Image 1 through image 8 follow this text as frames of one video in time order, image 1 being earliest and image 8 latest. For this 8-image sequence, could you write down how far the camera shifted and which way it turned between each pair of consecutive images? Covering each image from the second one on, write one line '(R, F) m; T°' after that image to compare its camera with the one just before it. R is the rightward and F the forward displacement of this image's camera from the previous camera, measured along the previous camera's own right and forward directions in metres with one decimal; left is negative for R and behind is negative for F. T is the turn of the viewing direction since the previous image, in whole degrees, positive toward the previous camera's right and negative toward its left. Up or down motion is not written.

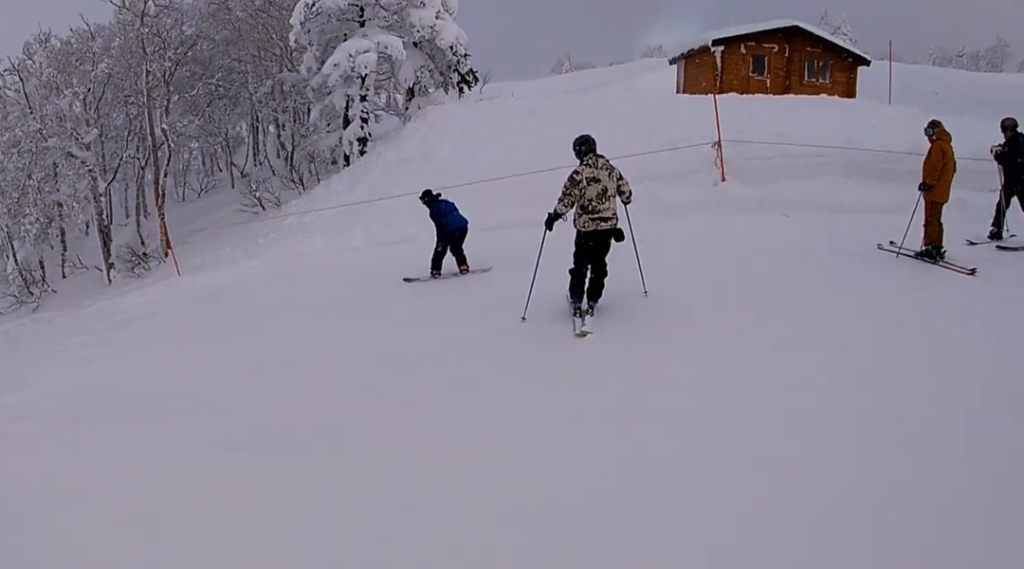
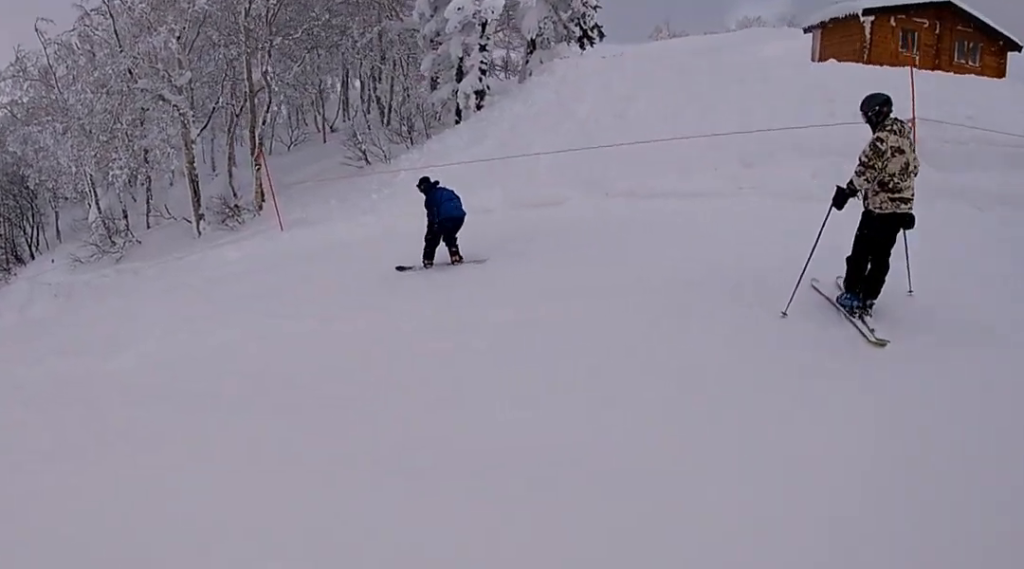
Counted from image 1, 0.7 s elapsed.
(-0.8, +1.4) m; +1°
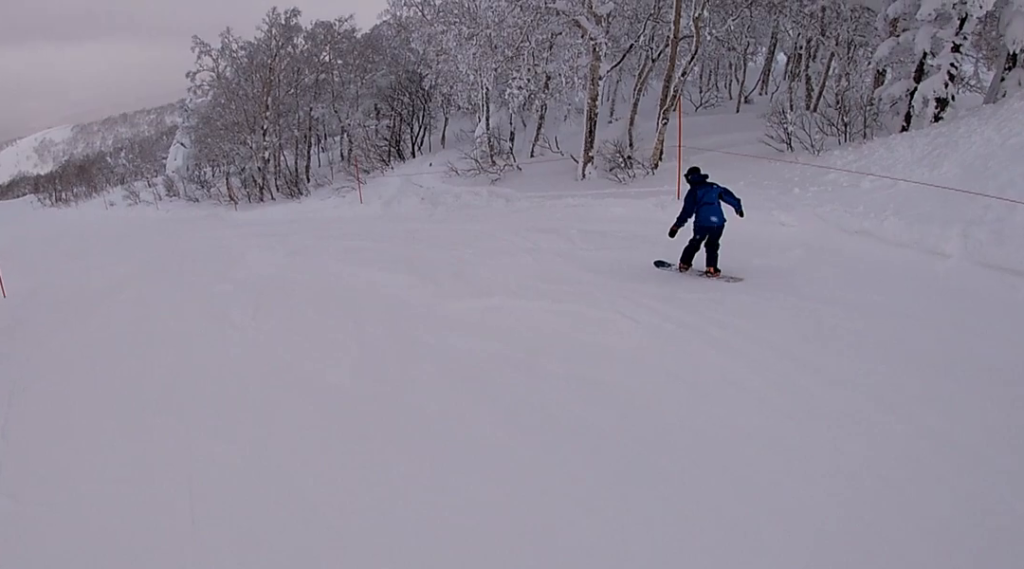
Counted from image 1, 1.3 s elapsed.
(-0.3, +1.3) m; +4°
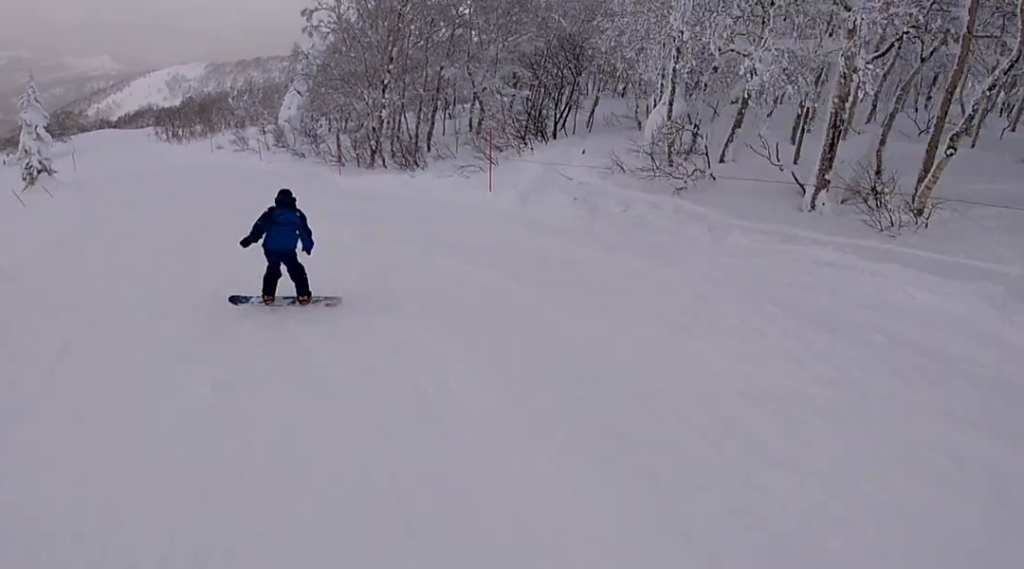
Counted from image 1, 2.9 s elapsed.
(+1.5, +6.1) m; +4°
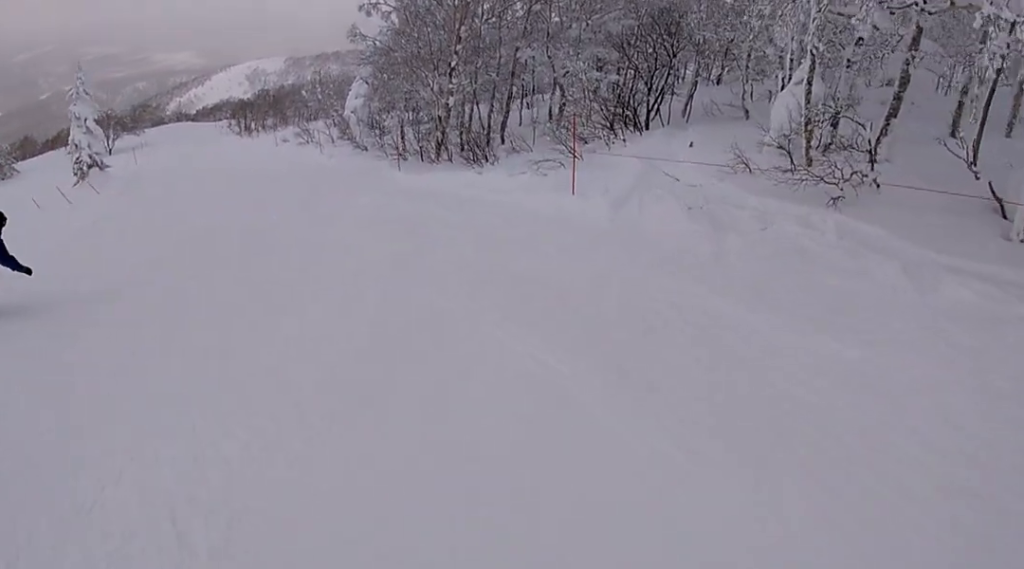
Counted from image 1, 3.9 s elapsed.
(-0.4, +4.1) m; -9°
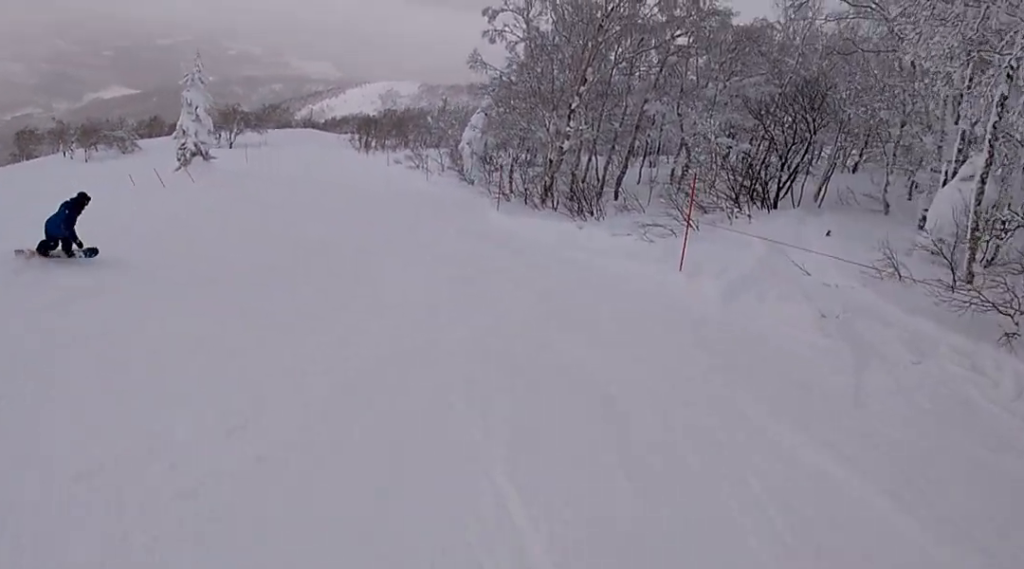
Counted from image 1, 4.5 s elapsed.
(-0.1, +2.6) m; -12°
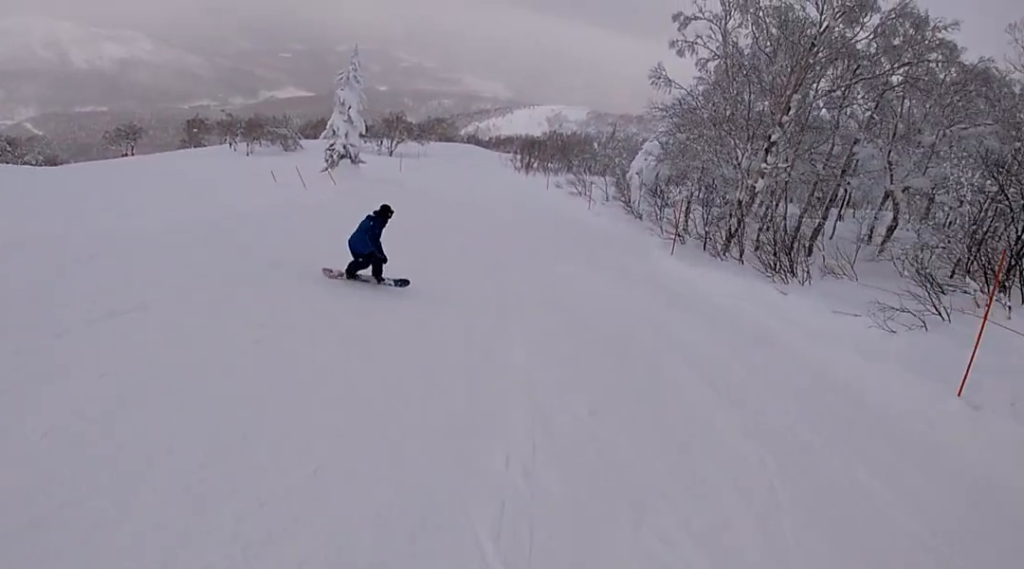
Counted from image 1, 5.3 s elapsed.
(-0.4, +3.7) m; -20°
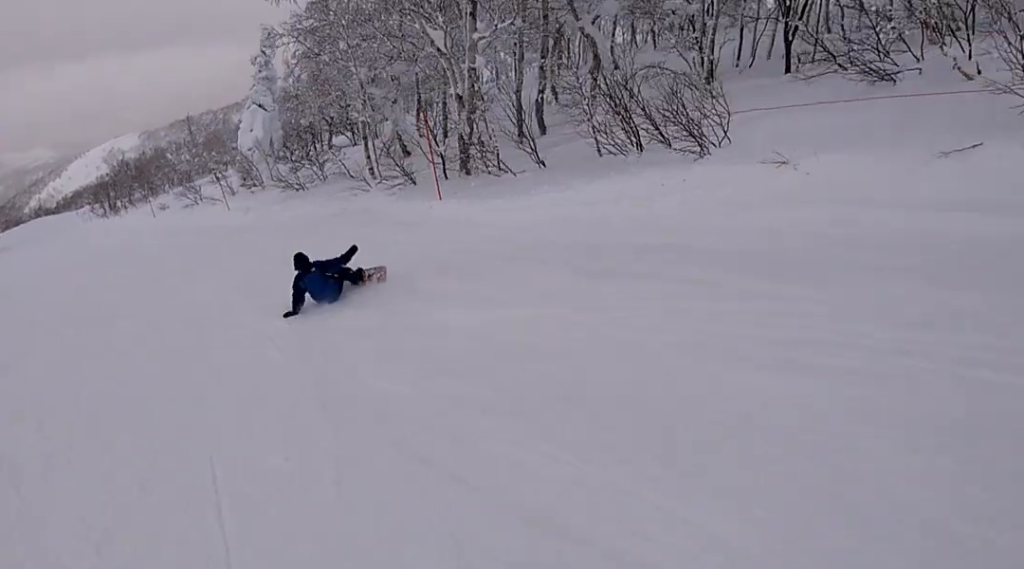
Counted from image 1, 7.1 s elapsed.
(-0.4, +8.8) m; +27°
